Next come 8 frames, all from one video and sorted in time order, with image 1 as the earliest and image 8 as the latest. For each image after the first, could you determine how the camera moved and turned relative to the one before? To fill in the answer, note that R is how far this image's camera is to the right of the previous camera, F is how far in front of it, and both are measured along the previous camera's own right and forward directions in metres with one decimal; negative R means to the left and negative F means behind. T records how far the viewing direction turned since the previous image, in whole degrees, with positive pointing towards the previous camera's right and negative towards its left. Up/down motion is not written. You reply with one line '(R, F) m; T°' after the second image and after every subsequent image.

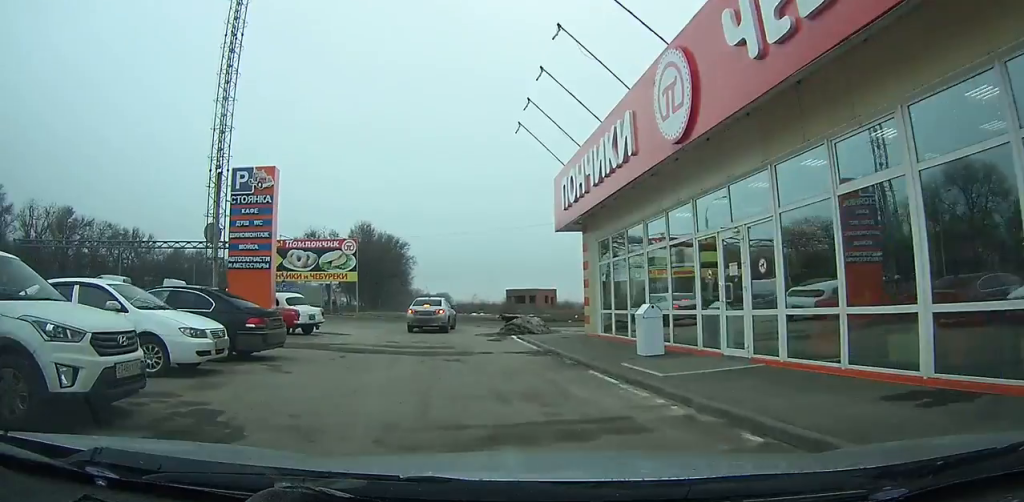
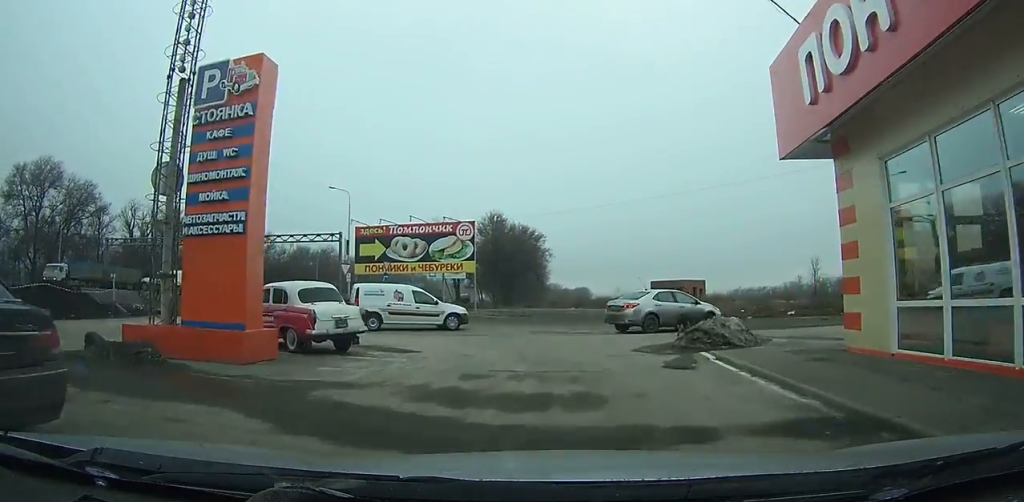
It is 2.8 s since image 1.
(-0.2, +6.7) m; 0°
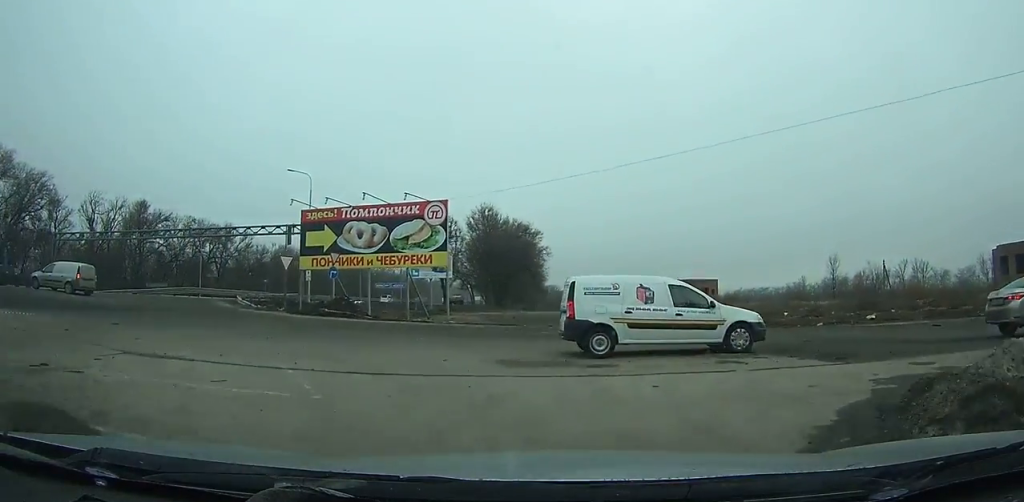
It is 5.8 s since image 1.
(+0.2, +8.1) m; +11°
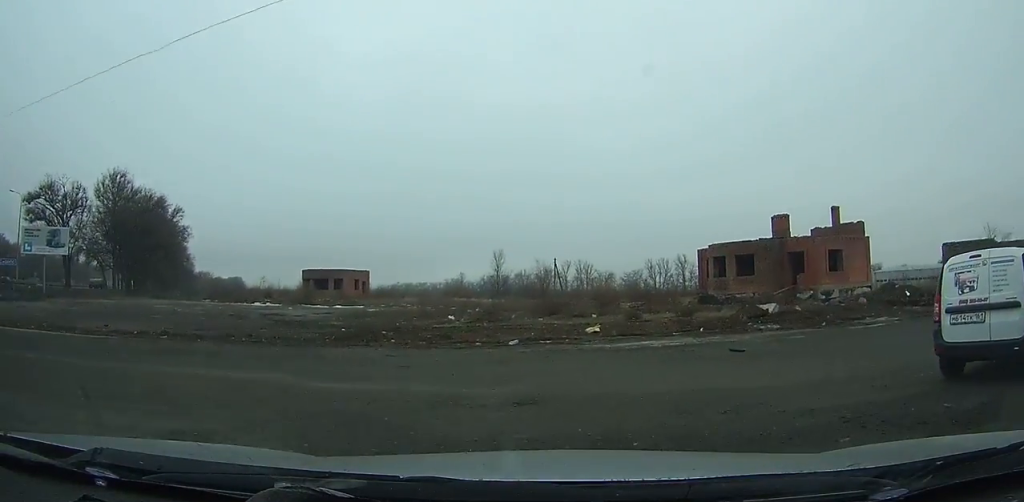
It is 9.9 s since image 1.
(+2.7, +10.4) m; +47°
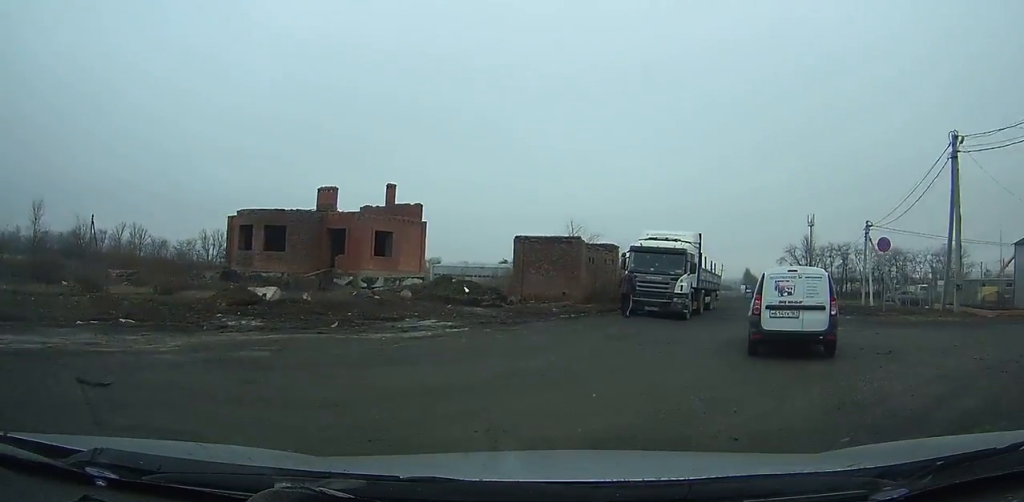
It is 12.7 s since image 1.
(+3.1, +7.1) m; +39°
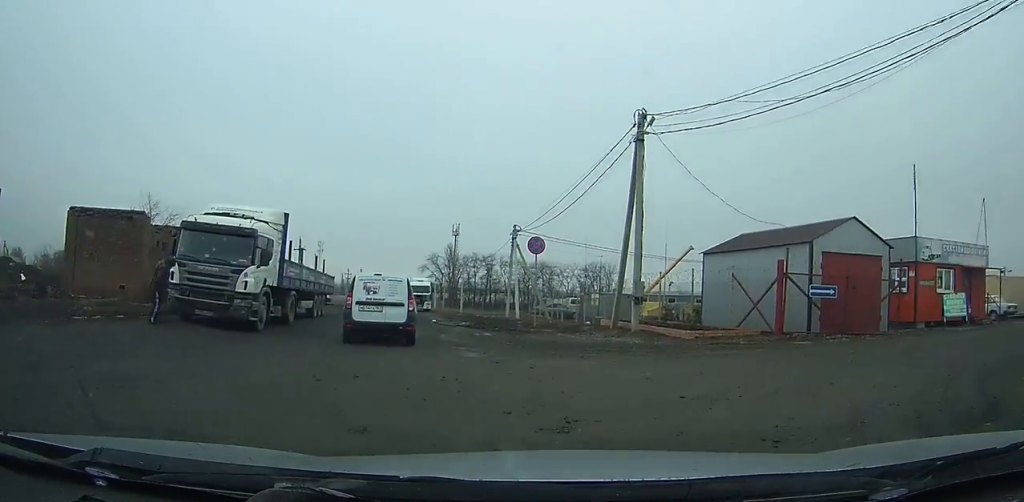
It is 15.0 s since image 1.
(+2.0, +6.5) m; +28°
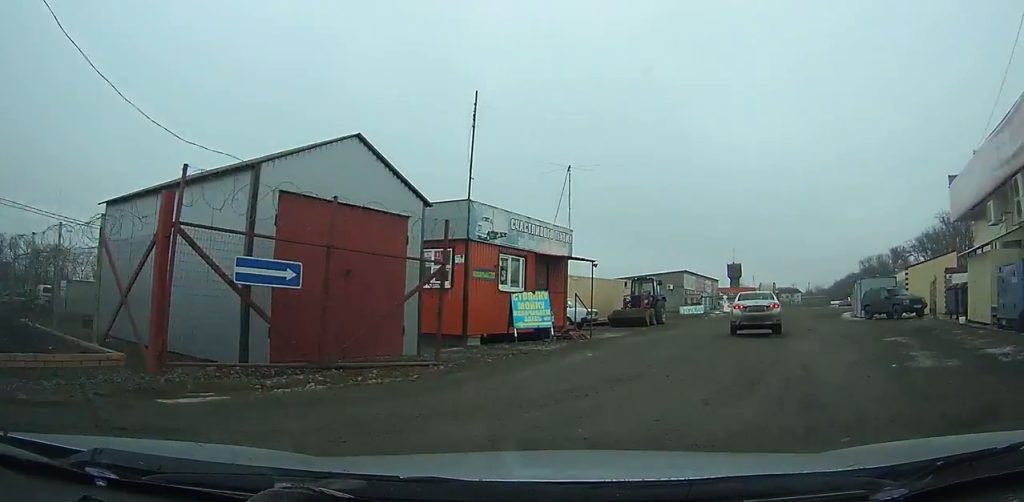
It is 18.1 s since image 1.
(+2.9, +8.9) m; +25°
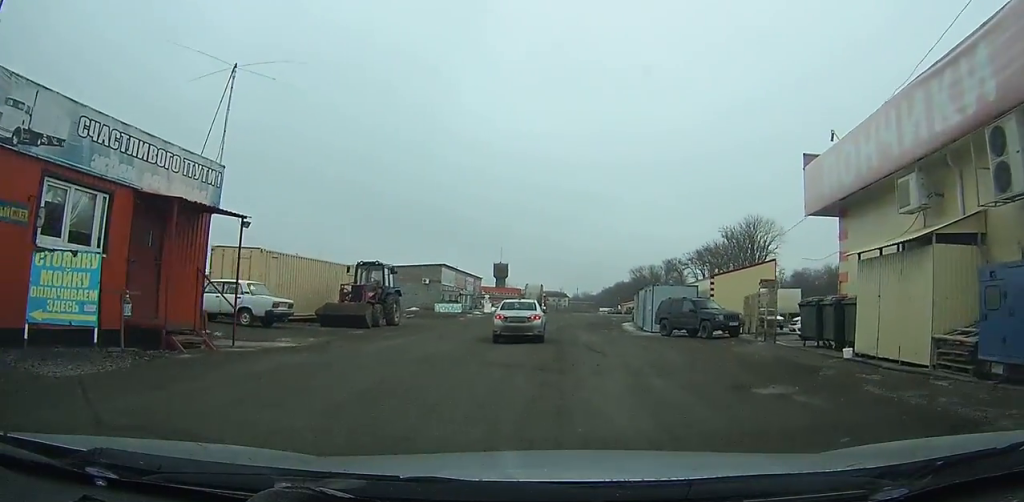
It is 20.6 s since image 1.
(+0.9, +8.1) m; +7°
